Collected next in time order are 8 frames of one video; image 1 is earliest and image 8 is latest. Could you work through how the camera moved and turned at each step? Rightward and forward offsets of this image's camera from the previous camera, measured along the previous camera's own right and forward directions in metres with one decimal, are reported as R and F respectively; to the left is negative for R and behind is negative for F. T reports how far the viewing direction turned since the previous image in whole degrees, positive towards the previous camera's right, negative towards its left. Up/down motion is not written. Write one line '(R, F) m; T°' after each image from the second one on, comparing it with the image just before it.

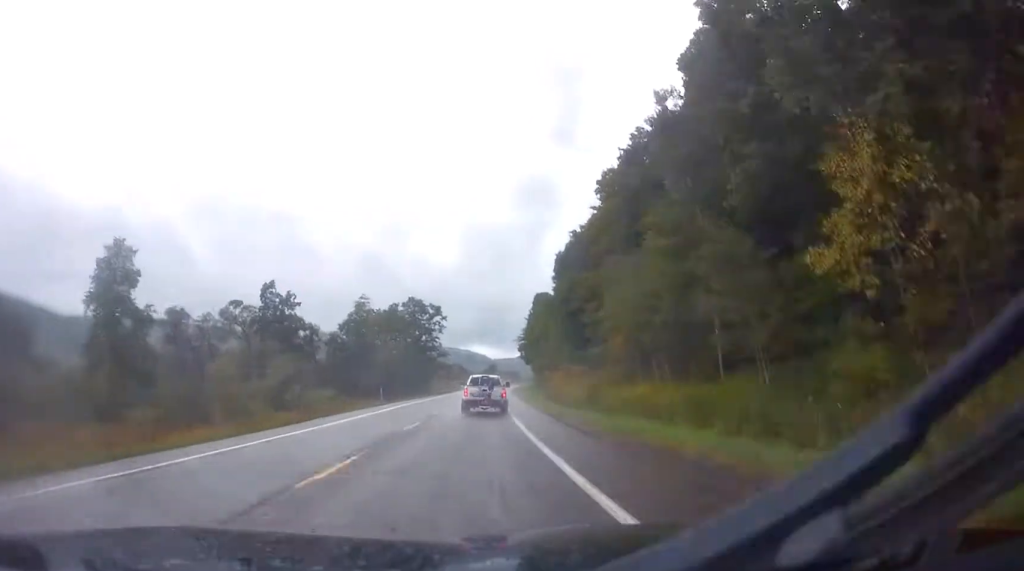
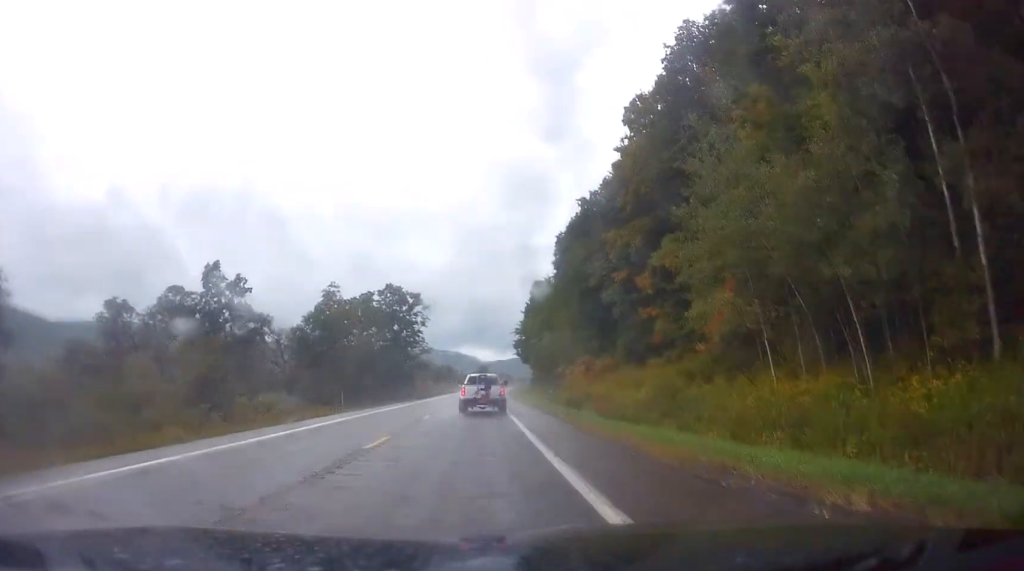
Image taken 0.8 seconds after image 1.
(+0.5, +19.4) m; +2°
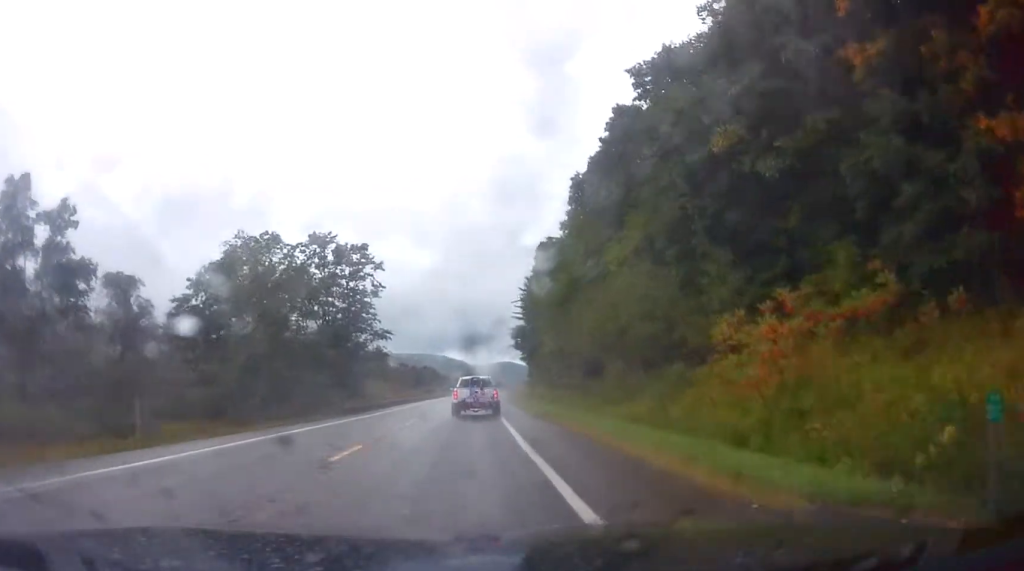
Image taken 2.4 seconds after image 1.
(+0.8, +38.7) m; 0°
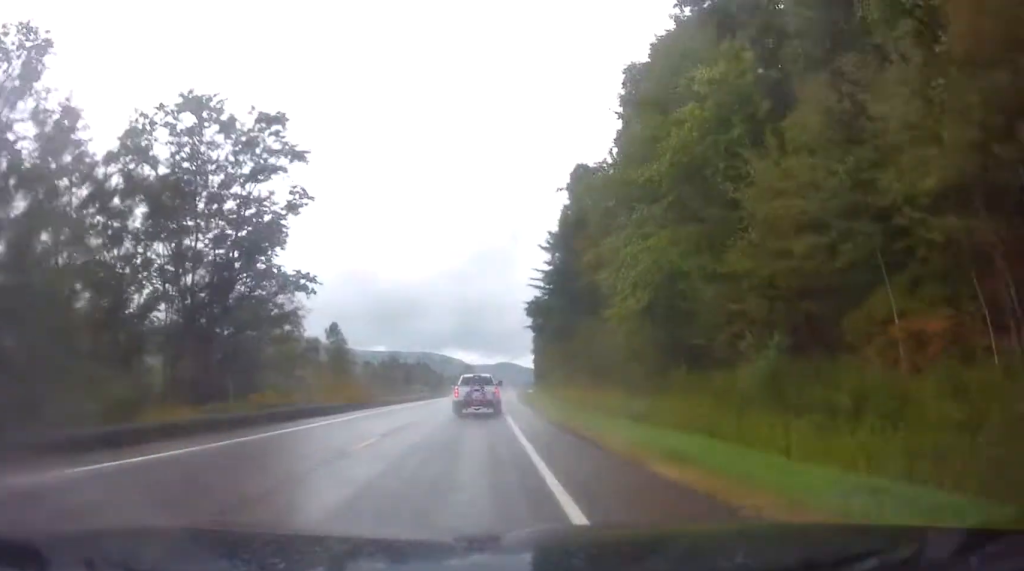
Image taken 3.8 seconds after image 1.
(-0.6, +35.1) m; 0°
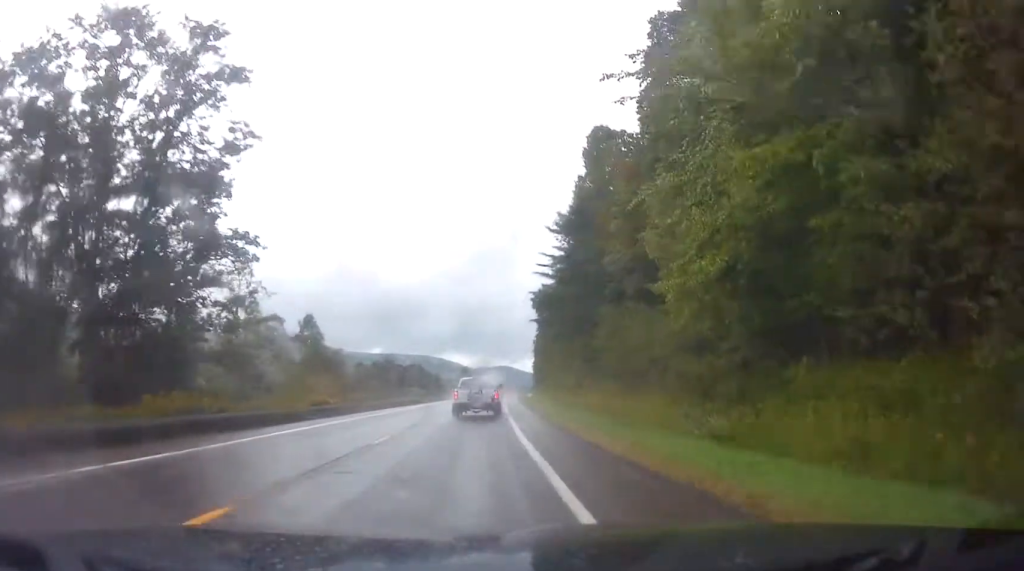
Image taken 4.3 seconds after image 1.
(+0.1, +10.6) m; 0°
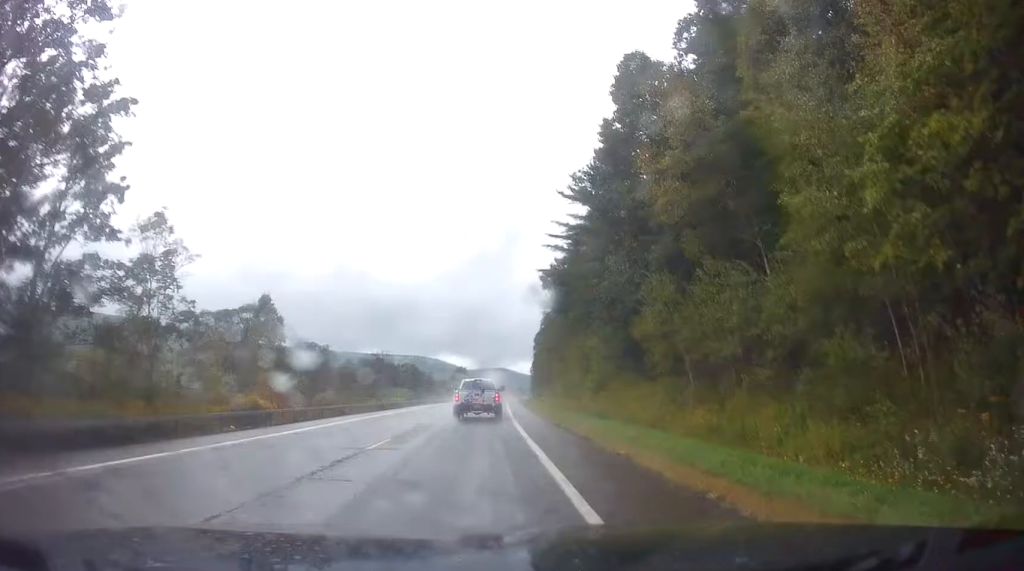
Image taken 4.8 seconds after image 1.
(0.0, +13.1) m; 0°
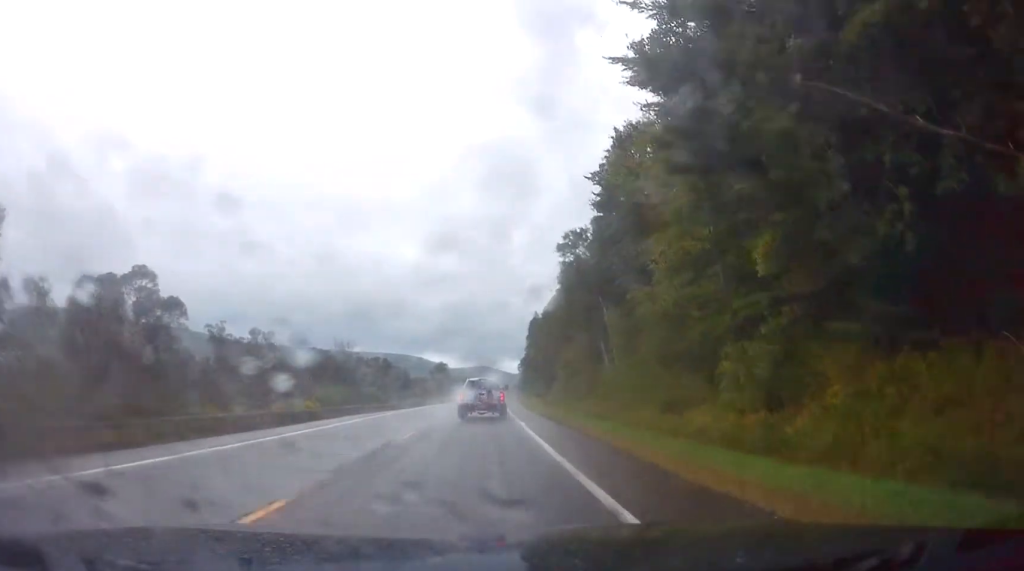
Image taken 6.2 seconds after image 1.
(0.0, +35.1) m; +1°
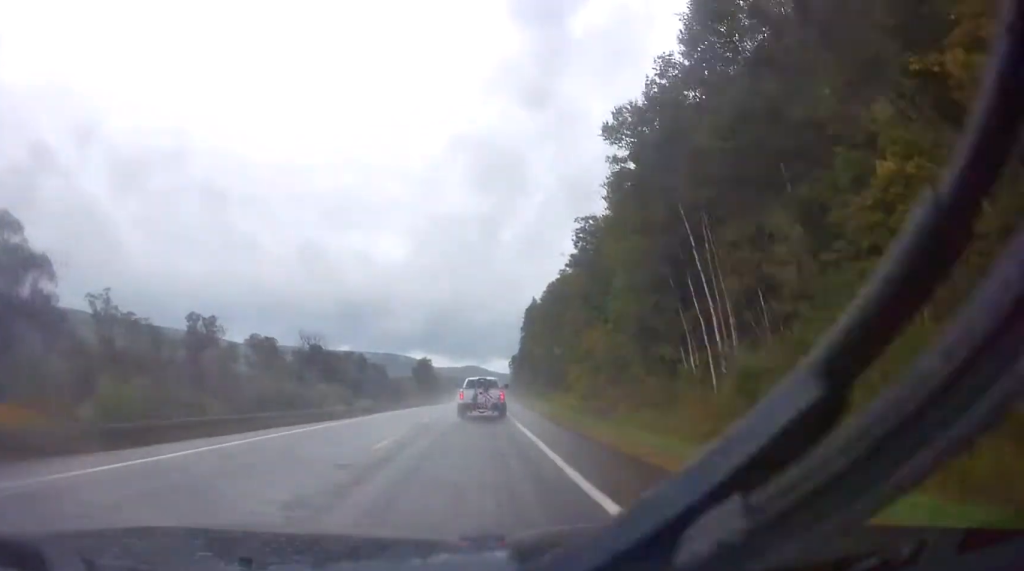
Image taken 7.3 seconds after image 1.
(+0.4, +26.7) m; +1°
